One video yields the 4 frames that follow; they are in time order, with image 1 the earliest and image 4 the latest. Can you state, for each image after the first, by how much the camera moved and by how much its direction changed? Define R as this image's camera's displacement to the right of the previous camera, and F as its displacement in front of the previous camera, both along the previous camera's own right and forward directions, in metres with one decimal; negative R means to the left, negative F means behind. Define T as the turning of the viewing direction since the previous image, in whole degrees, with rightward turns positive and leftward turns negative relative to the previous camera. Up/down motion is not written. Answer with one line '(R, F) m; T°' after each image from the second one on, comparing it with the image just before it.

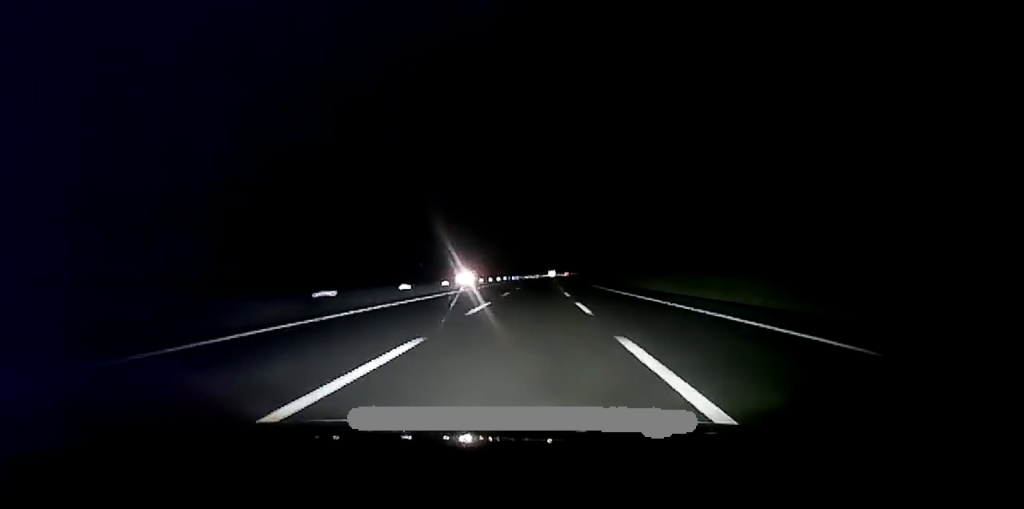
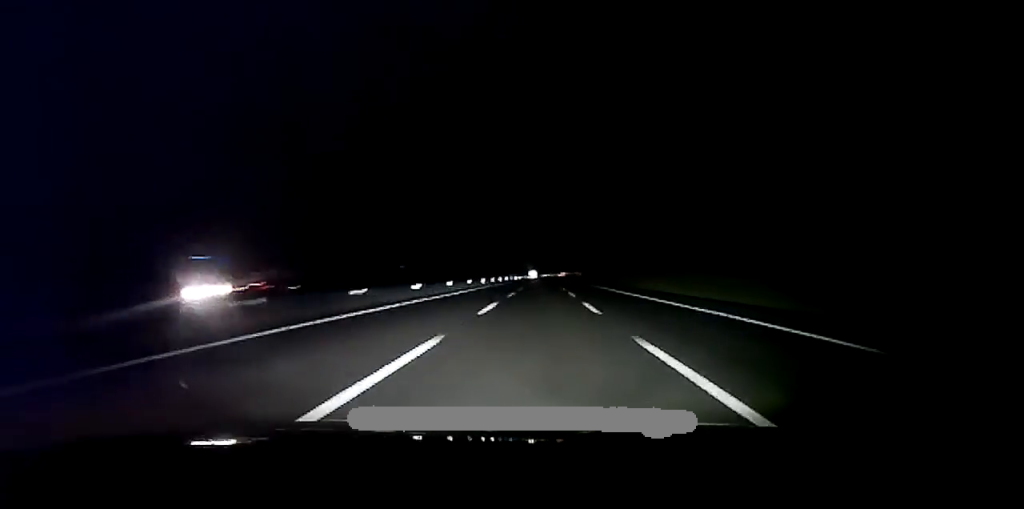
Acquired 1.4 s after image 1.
(+0.5, +90.5) m; +1°
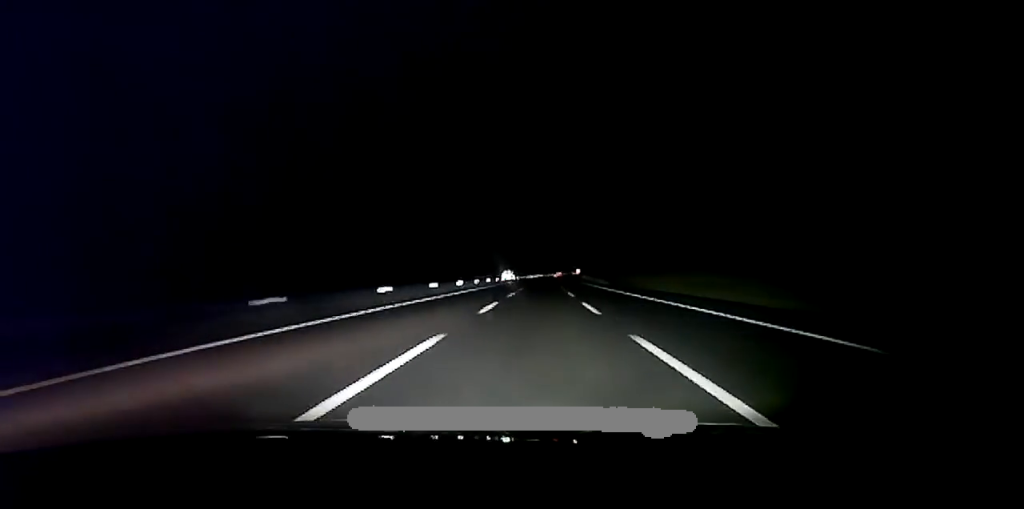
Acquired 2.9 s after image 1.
(+1.6, +90.5) m; +2°
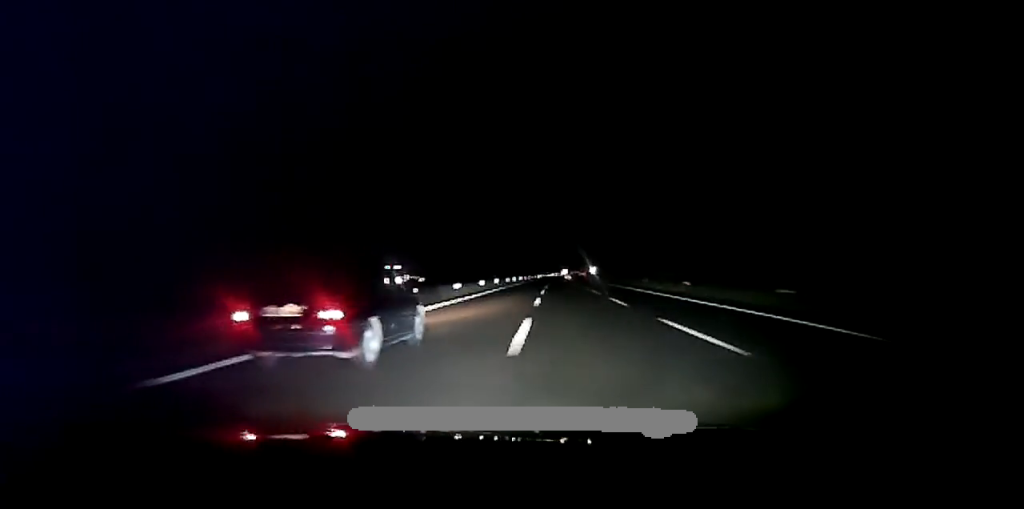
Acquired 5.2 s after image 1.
(+2.2, +145.8) m; +1°
